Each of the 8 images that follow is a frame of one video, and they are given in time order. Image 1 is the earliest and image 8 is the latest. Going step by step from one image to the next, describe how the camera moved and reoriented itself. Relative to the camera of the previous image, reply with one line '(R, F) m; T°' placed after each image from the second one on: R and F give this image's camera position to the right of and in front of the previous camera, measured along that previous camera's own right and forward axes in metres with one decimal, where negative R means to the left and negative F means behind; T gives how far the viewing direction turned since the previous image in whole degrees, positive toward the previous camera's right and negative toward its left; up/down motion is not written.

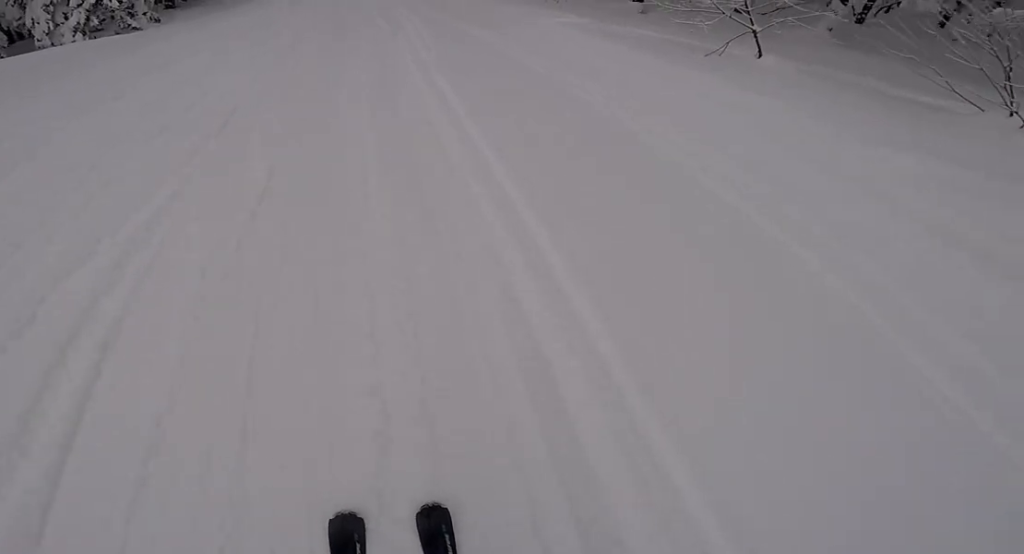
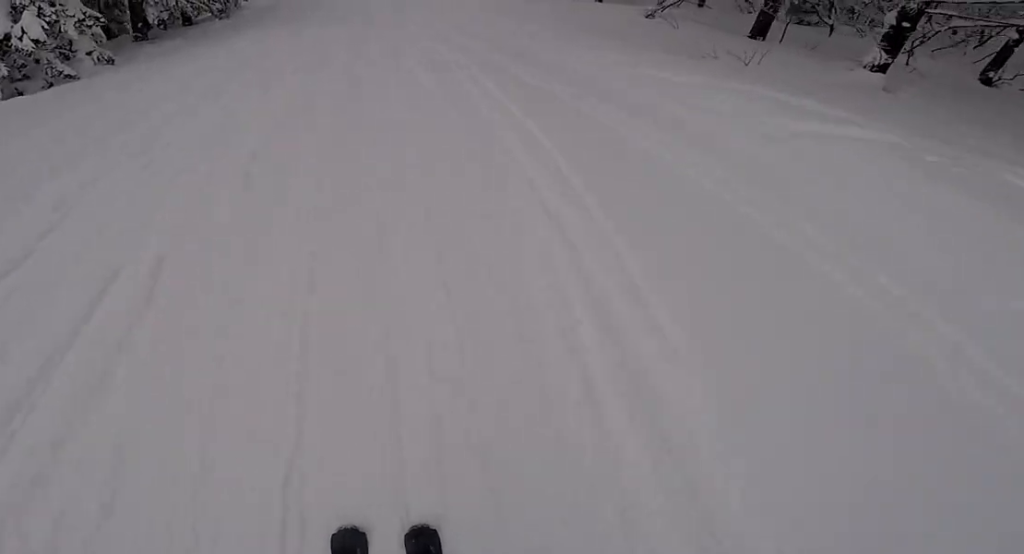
(+0.4, +6.8) m; -7°
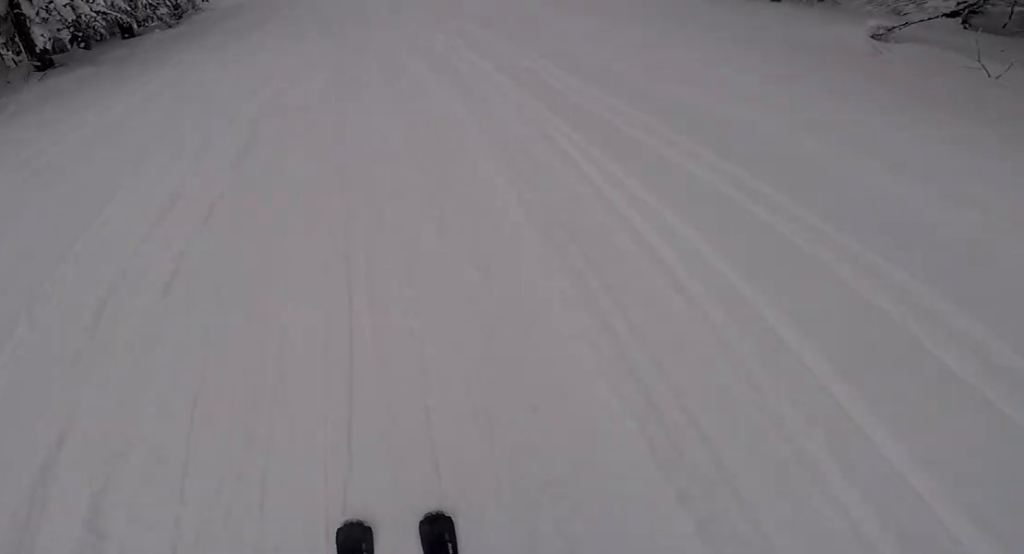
(-1.1, +6.2) m; -1°
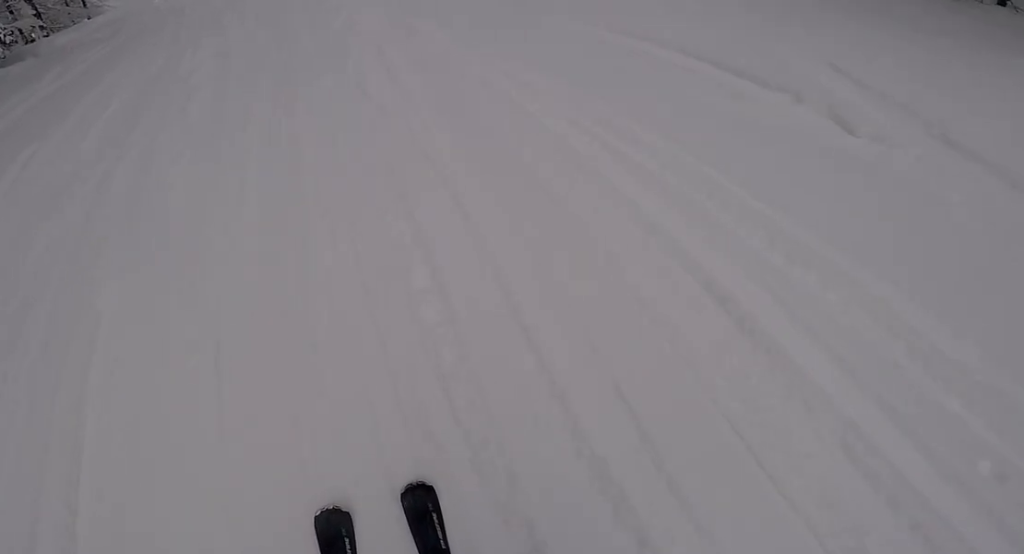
(+2.1, +11.9) m; +9°
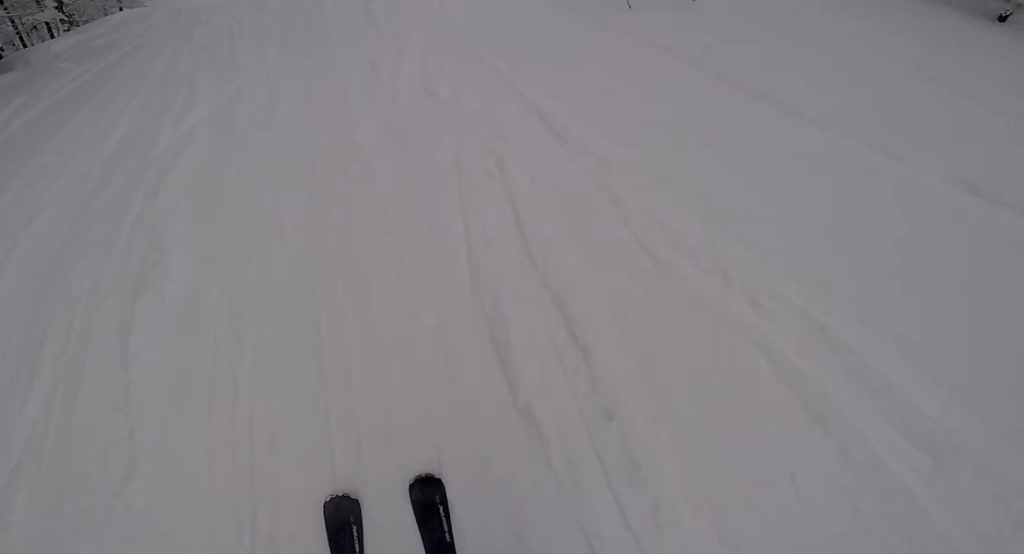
(+0.4, +3.4) m; -5°
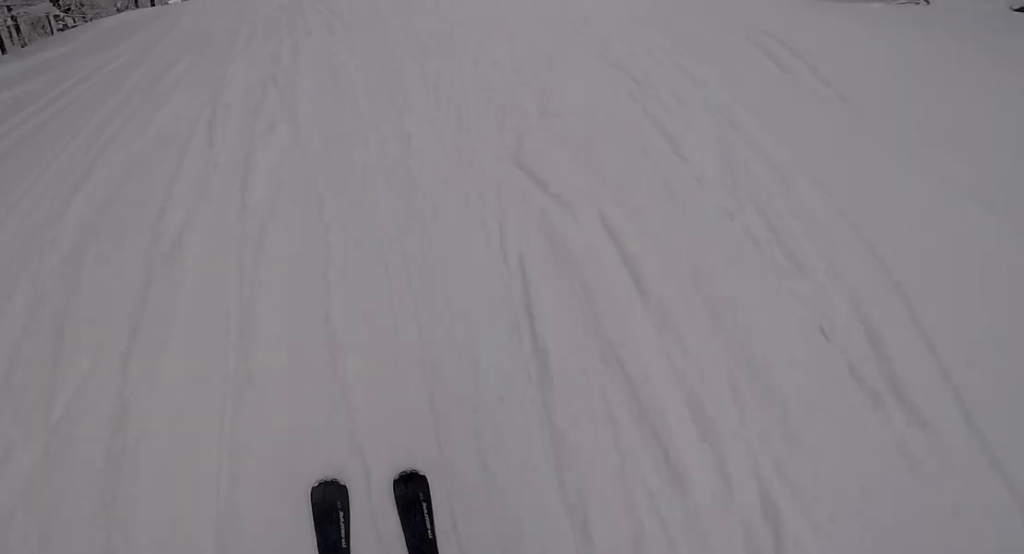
(-1.4, +6.5) m; -1°
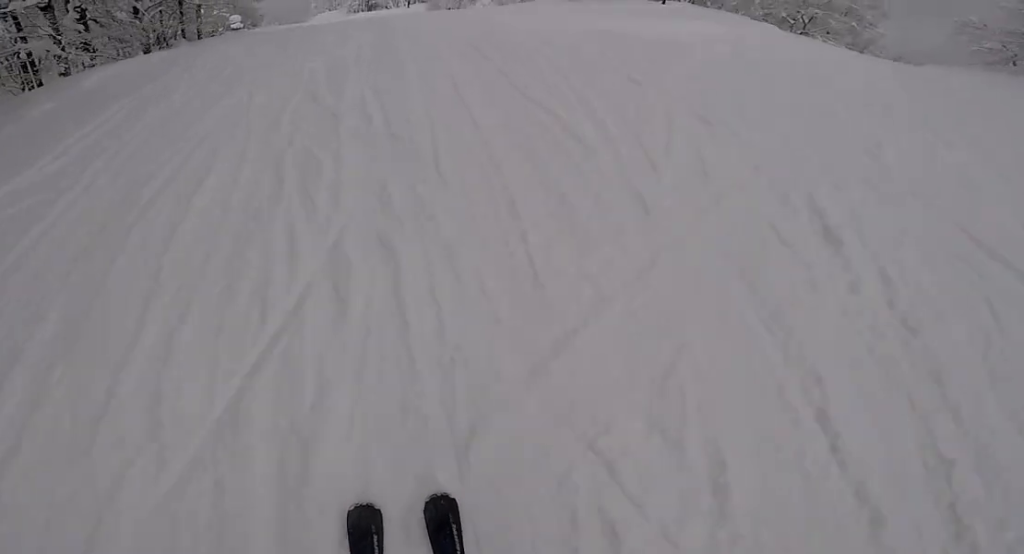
(+1.1, +5.8) m; 0°
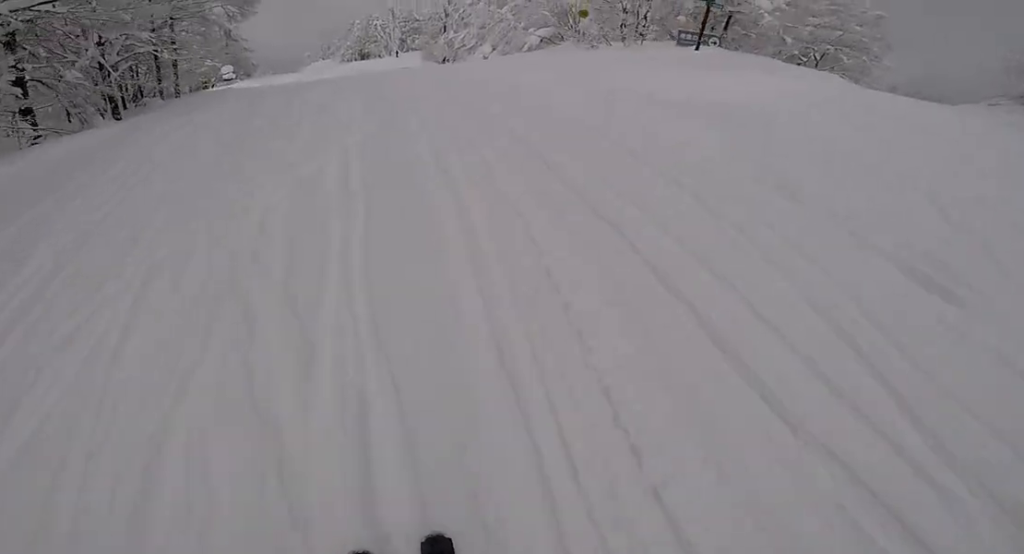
(-0.9, +4.4) m; -10°
